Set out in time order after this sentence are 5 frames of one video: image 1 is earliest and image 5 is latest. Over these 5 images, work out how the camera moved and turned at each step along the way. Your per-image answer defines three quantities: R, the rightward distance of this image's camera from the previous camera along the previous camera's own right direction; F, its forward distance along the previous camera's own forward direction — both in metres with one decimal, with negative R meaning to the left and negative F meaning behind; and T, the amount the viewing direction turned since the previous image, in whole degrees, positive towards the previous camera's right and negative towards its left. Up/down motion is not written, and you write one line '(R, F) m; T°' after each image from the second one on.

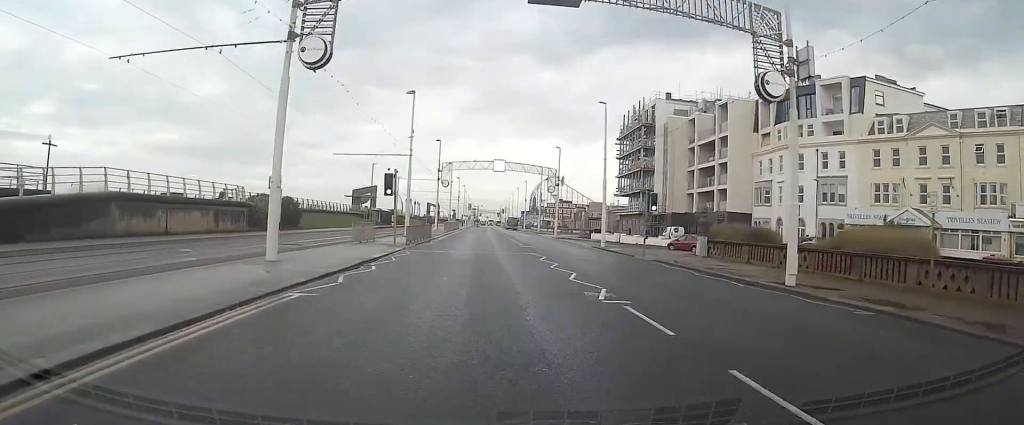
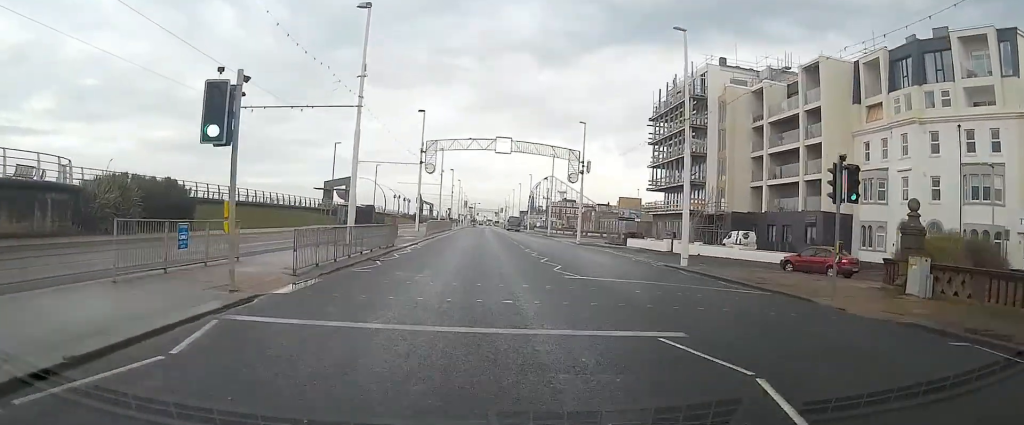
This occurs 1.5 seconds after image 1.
(0.0, +20.5) m; 0°
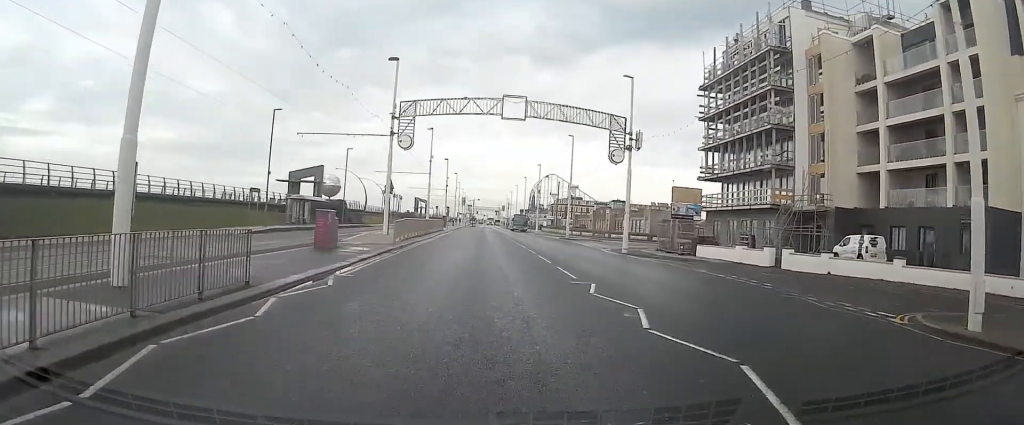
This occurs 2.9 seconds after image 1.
(0.0, +19.4) m; 0°
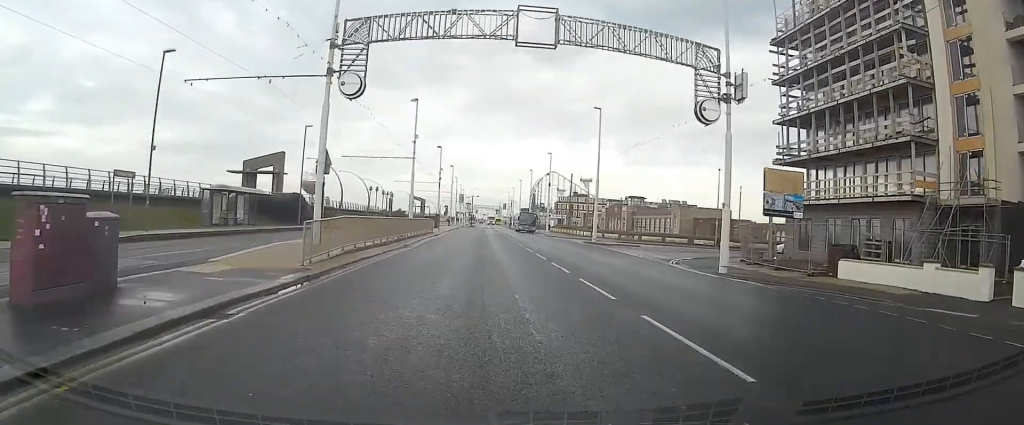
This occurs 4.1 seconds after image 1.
(+0.1, +16.3) m; 0°
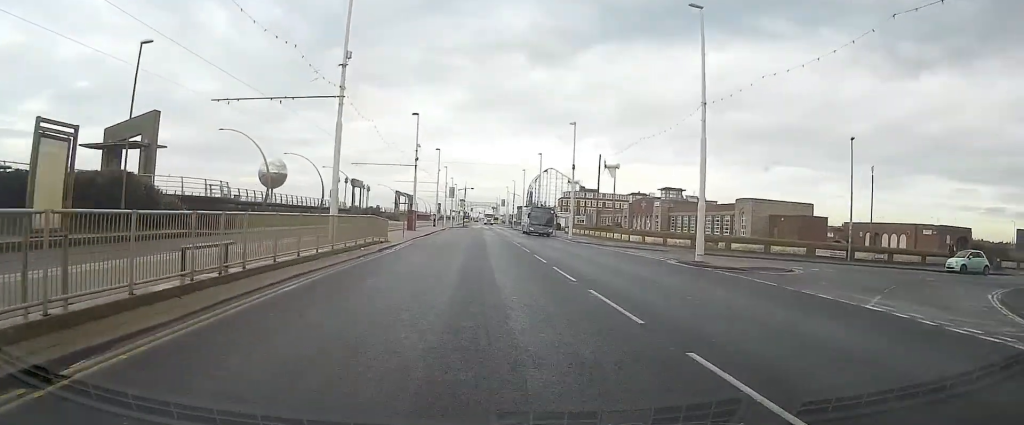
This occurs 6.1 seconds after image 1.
(-0.1, +25.9) m; -1°
